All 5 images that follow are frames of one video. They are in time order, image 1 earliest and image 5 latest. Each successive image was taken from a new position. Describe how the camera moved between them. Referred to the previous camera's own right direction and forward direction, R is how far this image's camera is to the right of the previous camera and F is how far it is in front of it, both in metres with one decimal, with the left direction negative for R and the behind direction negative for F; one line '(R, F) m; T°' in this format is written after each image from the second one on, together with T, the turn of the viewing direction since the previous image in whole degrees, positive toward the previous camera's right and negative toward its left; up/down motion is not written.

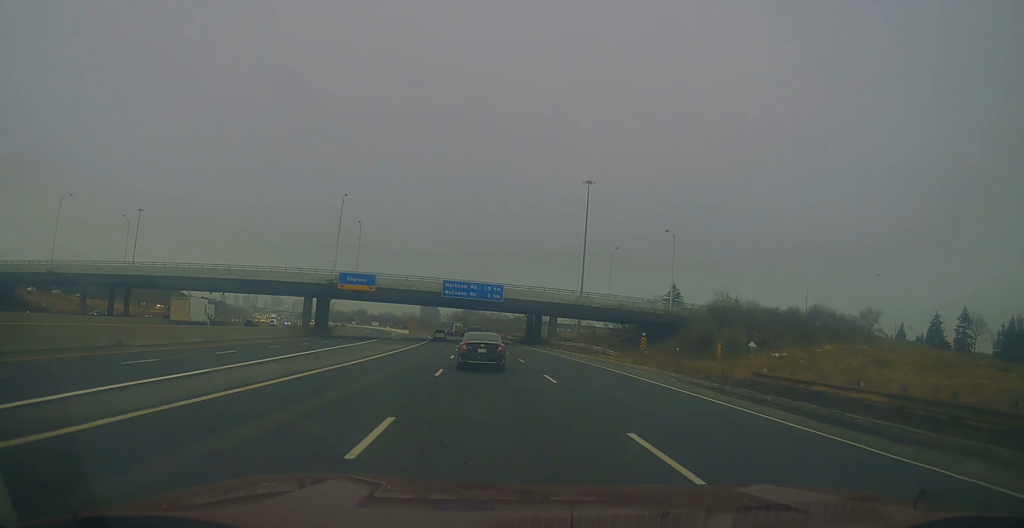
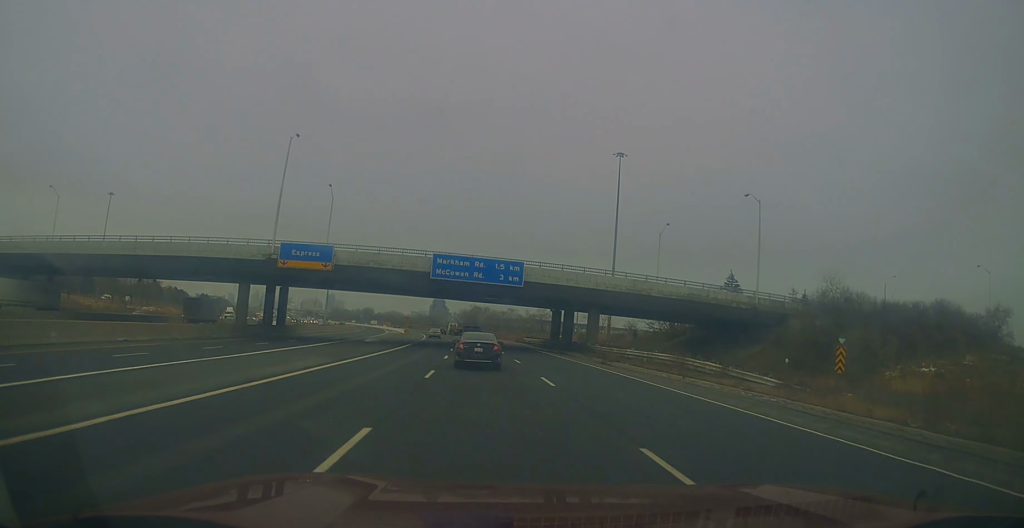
(+0.2, +25.5) m; 0°
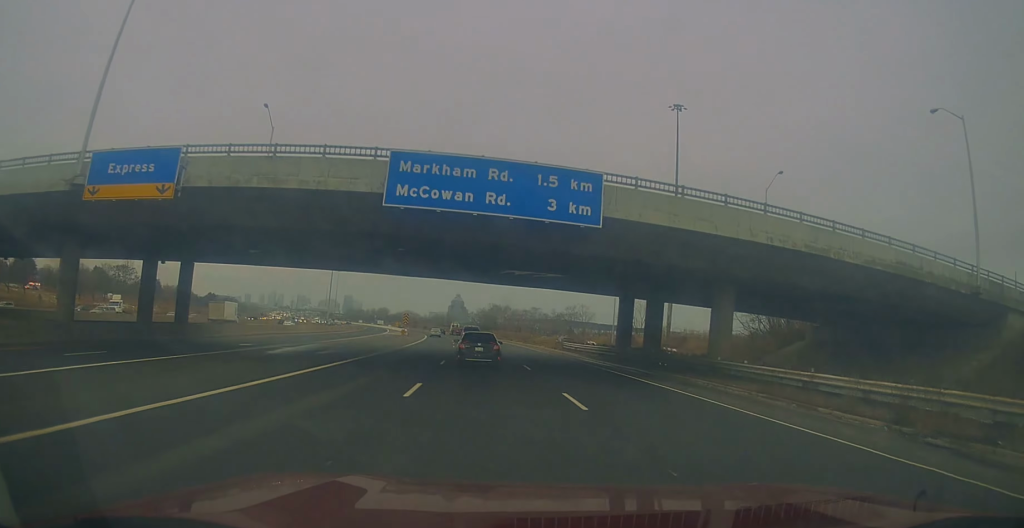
(-0.5, +29.5) m; -2°
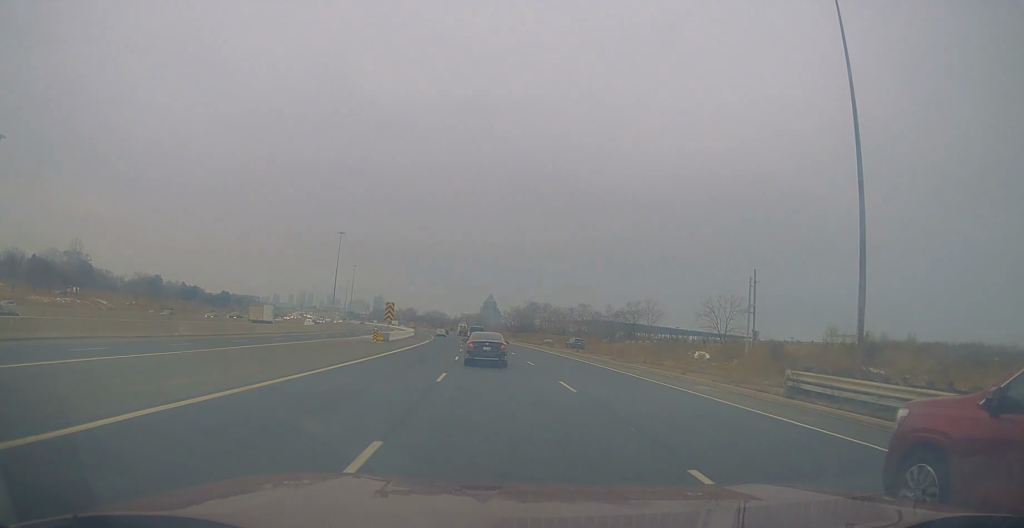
(-0.6, +44.8) m; -3°
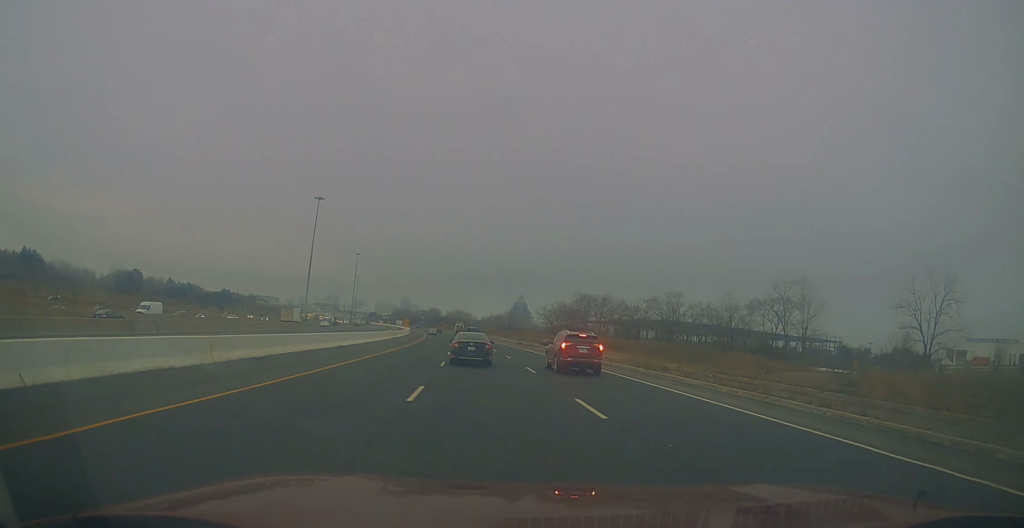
(-2.3, +65.8) m; -4°
